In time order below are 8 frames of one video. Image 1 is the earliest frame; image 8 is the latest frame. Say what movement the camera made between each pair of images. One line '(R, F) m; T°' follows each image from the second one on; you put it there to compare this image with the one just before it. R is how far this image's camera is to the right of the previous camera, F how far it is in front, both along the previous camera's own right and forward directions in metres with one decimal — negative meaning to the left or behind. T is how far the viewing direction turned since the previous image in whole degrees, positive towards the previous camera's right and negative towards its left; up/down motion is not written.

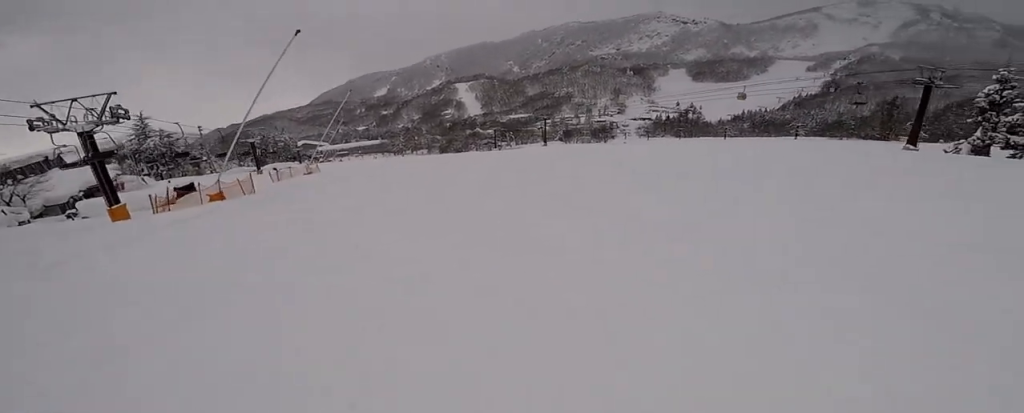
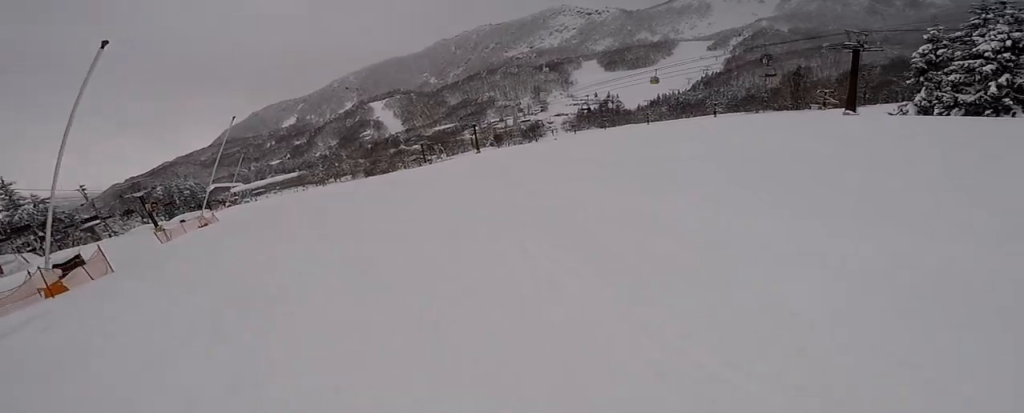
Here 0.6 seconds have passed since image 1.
(+0.9, +4.0) m; +7°
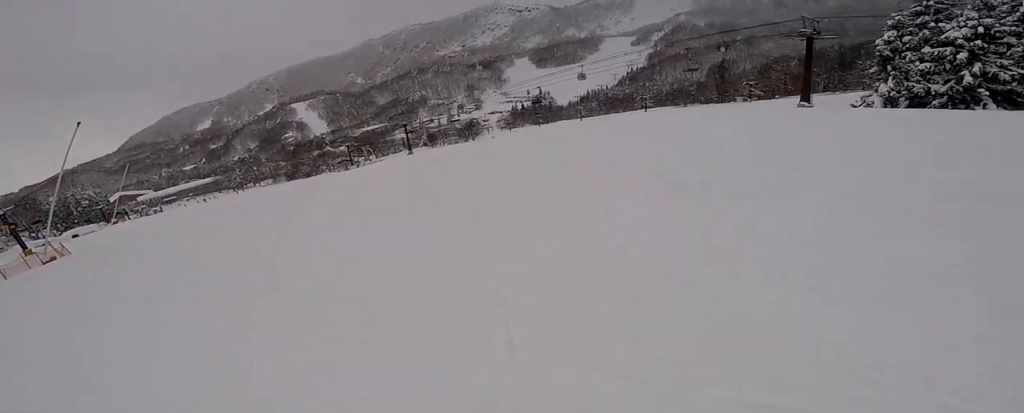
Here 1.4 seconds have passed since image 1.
(+0.1, +5.3) m; +1°
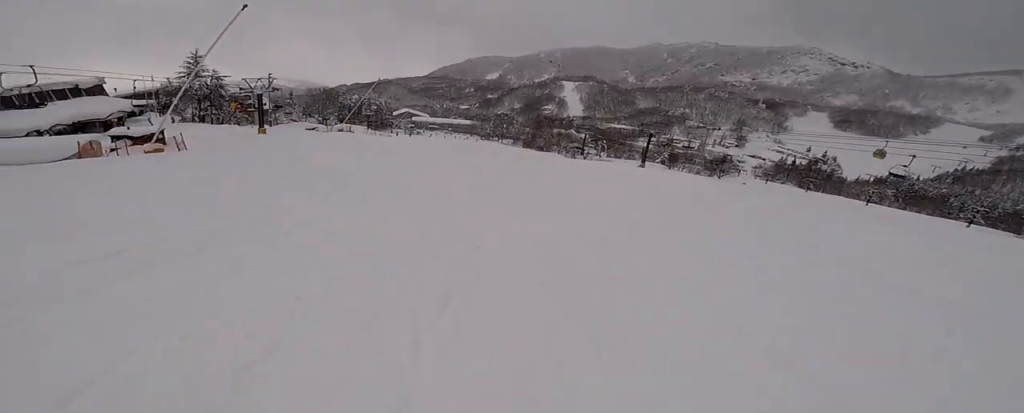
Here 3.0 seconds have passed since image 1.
(-0.8, +11.4) m; -17°
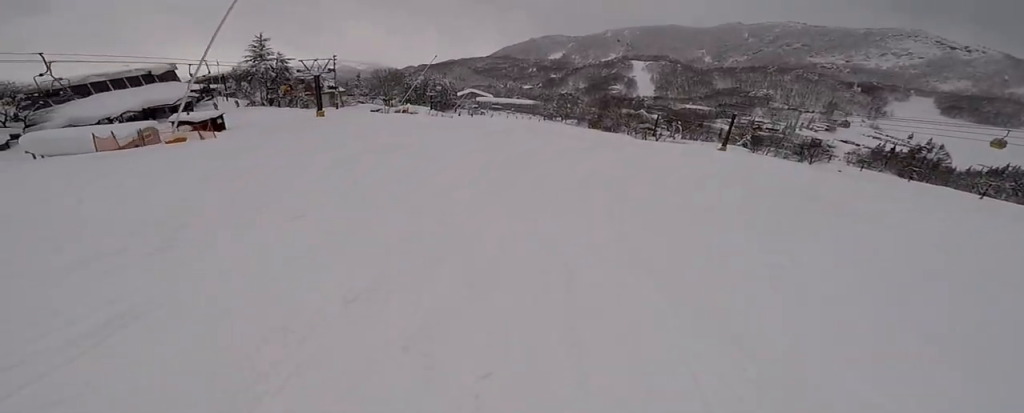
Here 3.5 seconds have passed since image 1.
(-0.4, +3.2) m; -11°
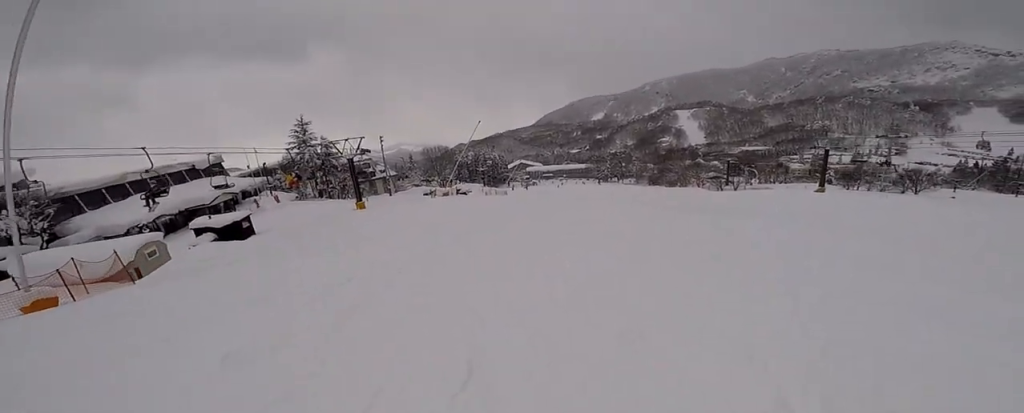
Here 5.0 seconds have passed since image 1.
(-2.1, +9.7) m; -6°
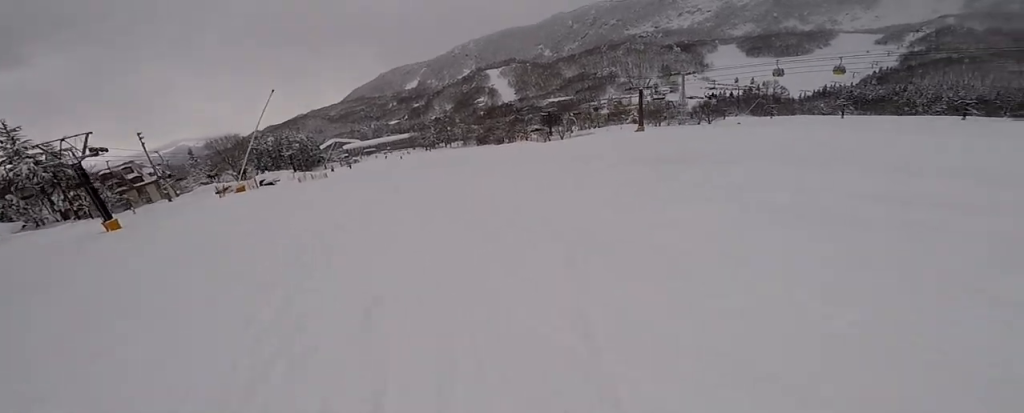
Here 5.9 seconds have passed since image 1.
(+1.3, +7.1) m; +13°
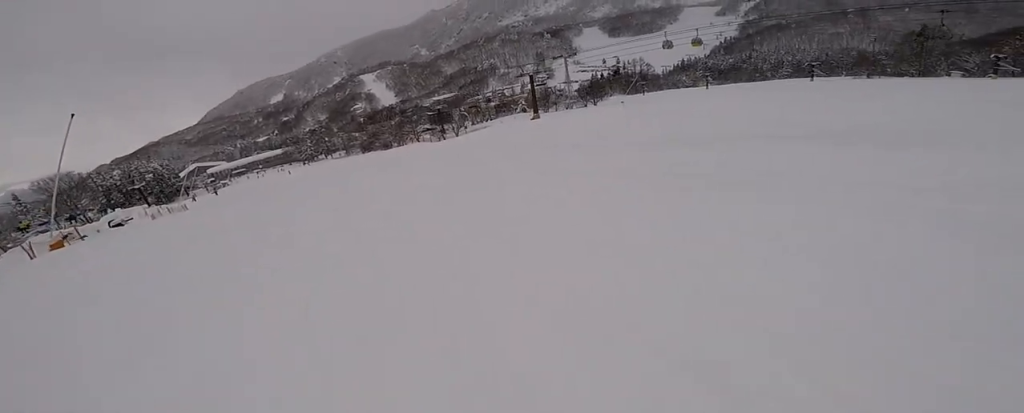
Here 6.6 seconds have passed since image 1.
(-0.2, +5.0) m; +18°
